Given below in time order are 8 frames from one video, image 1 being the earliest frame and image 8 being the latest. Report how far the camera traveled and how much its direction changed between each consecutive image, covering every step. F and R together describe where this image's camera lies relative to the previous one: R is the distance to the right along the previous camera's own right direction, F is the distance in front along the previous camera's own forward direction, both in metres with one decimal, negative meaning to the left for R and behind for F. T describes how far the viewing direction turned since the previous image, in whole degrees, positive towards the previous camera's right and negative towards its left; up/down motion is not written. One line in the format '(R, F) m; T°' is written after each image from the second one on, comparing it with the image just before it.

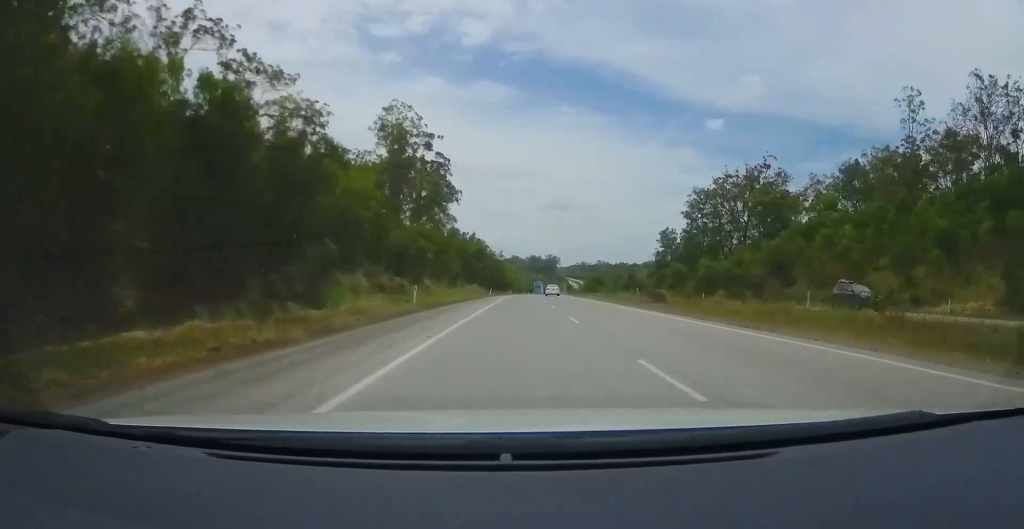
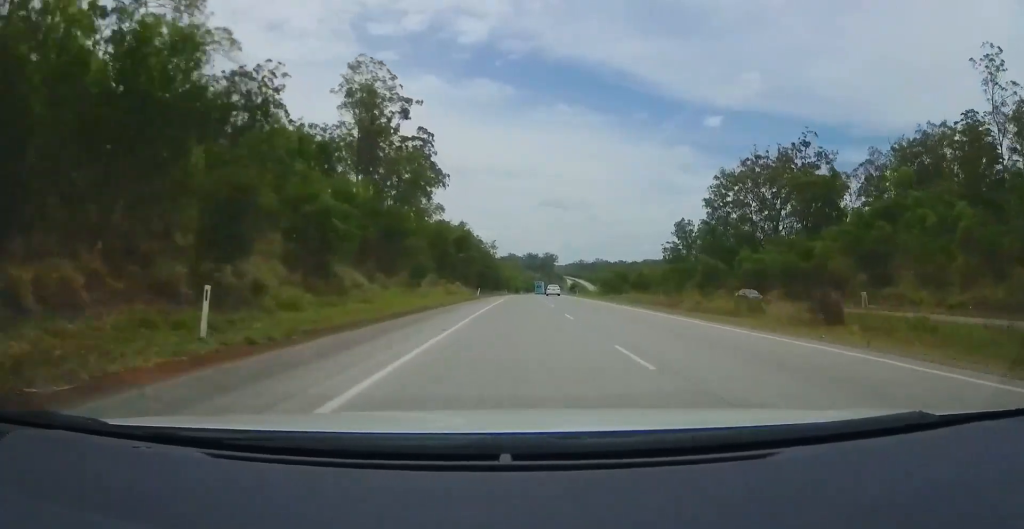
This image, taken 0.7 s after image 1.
(0.0, +20.7) m; 0°
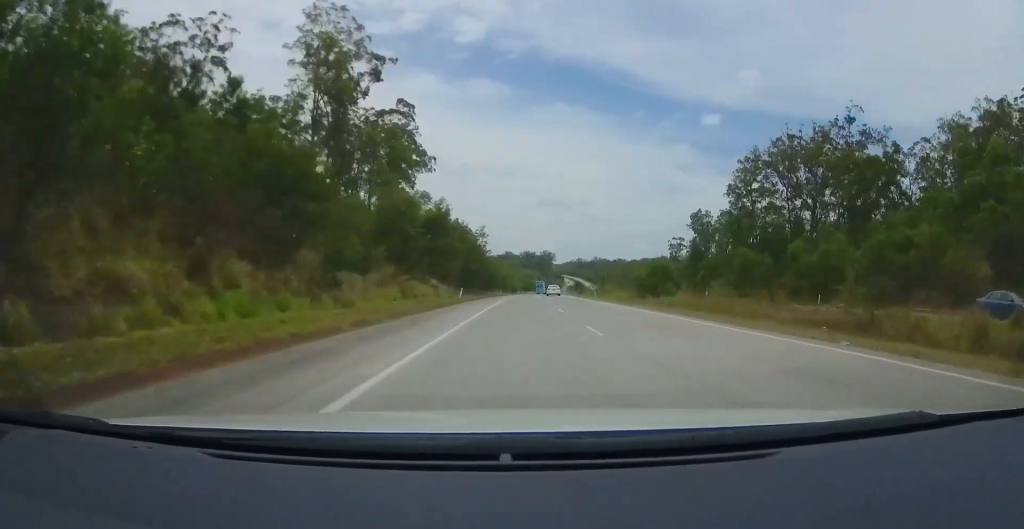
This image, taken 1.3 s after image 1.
(-0.3, +18.2) m; 0°
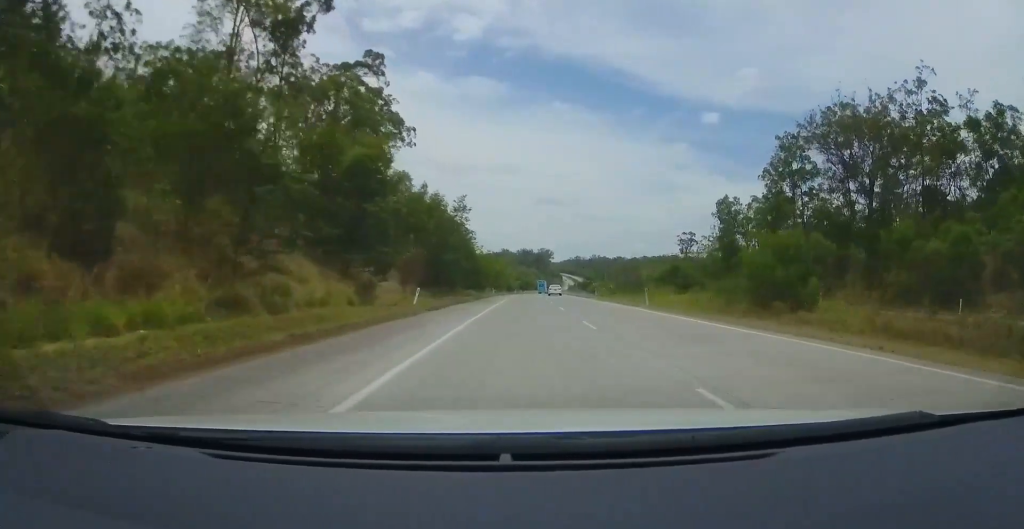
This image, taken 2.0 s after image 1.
(+0.3, +21.8) m; +1°
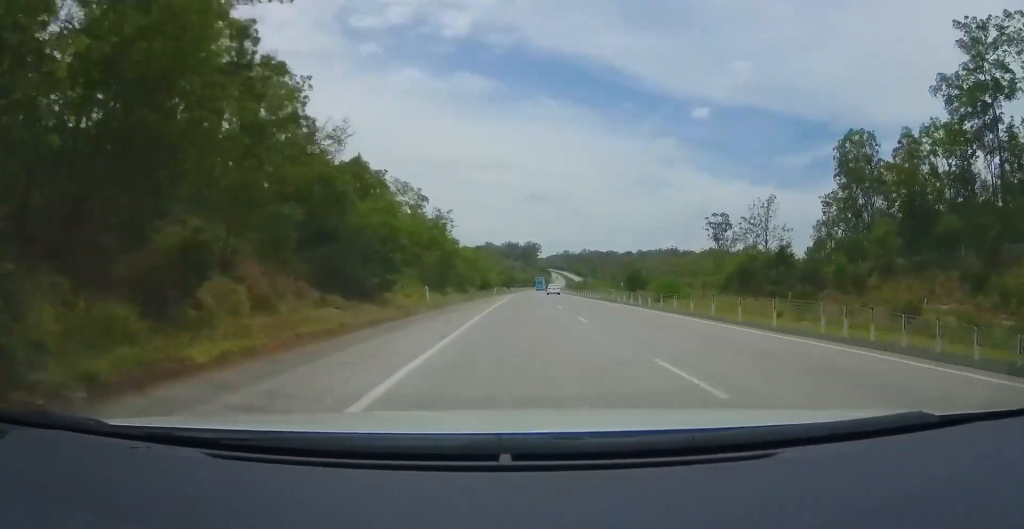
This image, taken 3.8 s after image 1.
(+0.7, +55.8) m; +1°
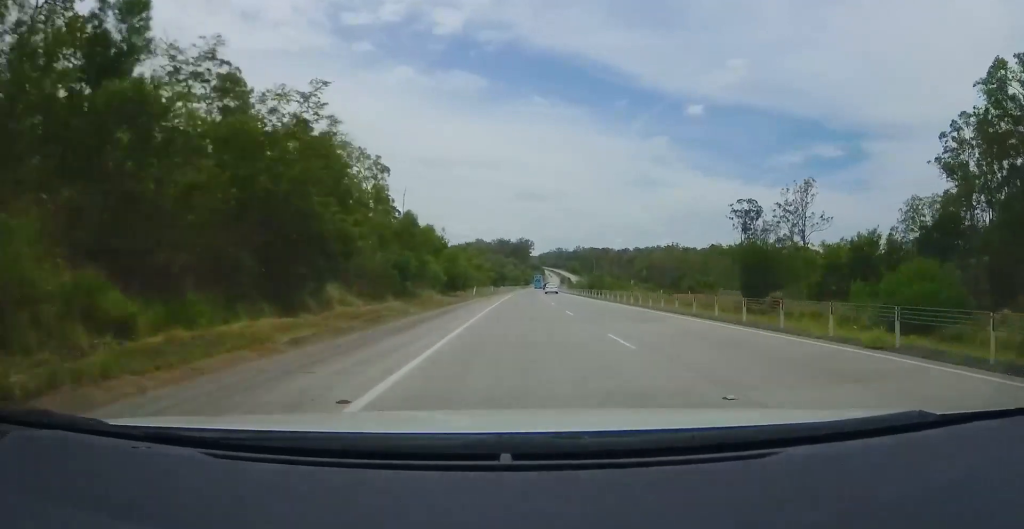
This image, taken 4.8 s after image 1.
(+0.2, +30.6) m; 0°
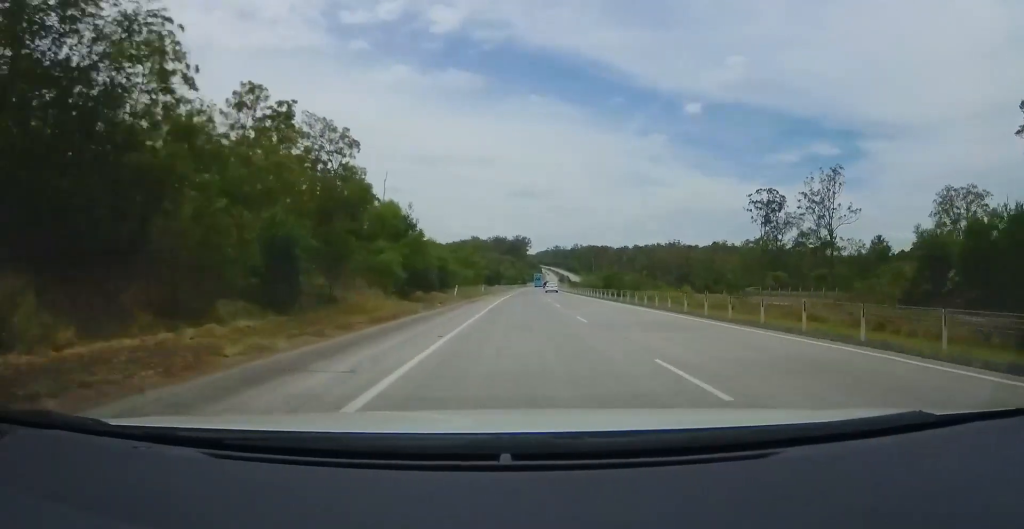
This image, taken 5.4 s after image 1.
(0.0, +16.0) m; 0°
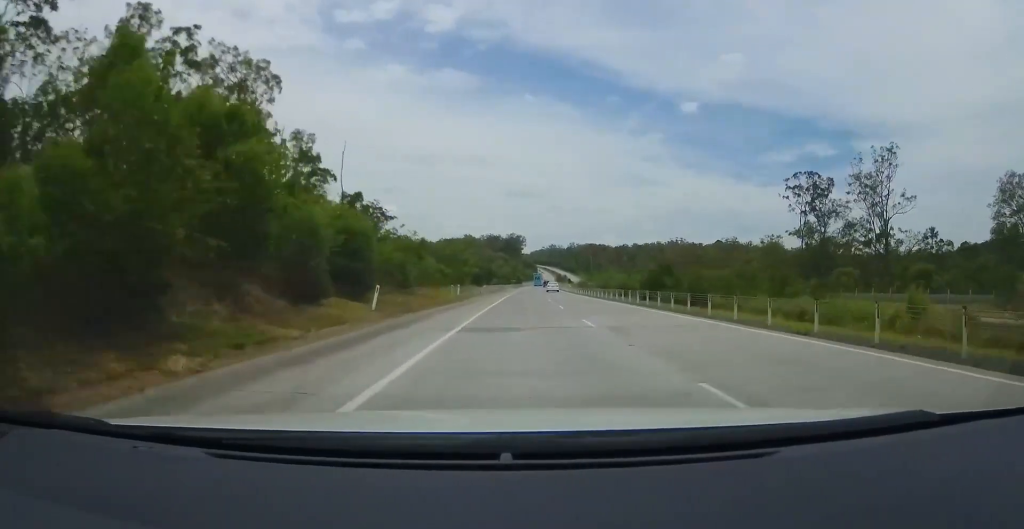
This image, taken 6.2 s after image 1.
(0.0, +25.9) m; +1°
